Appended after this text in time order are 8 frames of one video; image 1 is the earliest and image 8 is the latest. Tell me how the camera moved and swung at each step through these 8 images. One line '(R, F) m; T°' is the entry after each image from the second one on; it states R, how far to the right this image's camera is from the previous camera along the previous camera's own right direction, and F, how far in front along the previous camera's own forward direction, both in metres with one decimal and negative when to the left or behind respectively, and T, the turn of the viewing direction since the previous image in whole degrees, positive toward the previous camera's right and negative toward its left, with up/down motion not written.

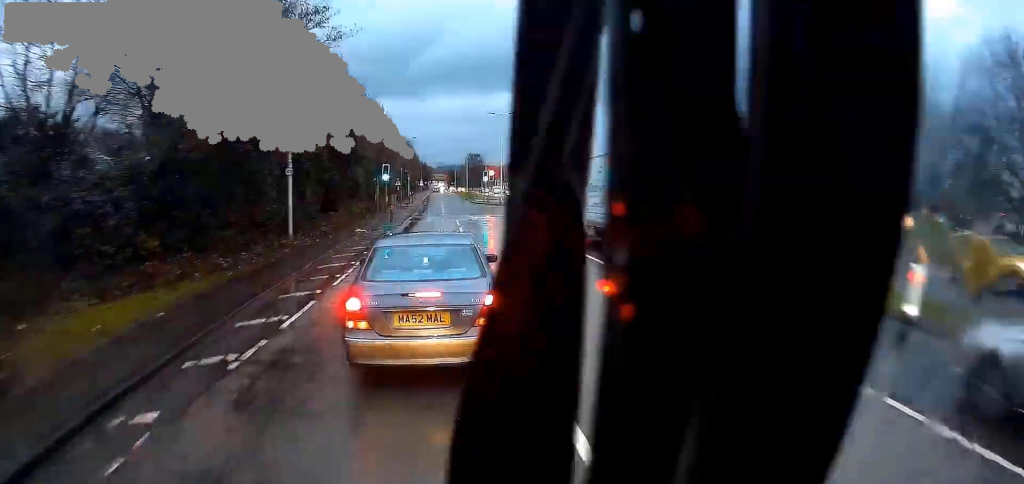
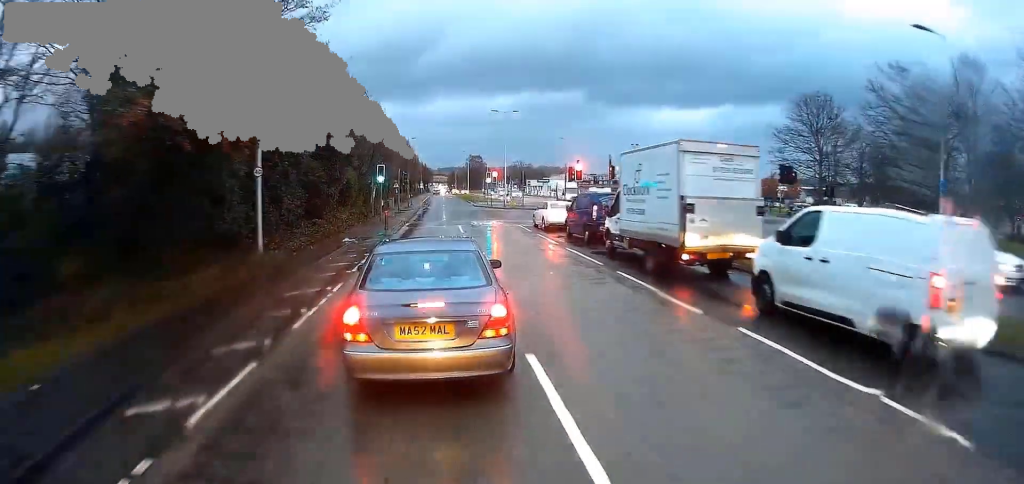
(0.0, +4.2) m; -1°
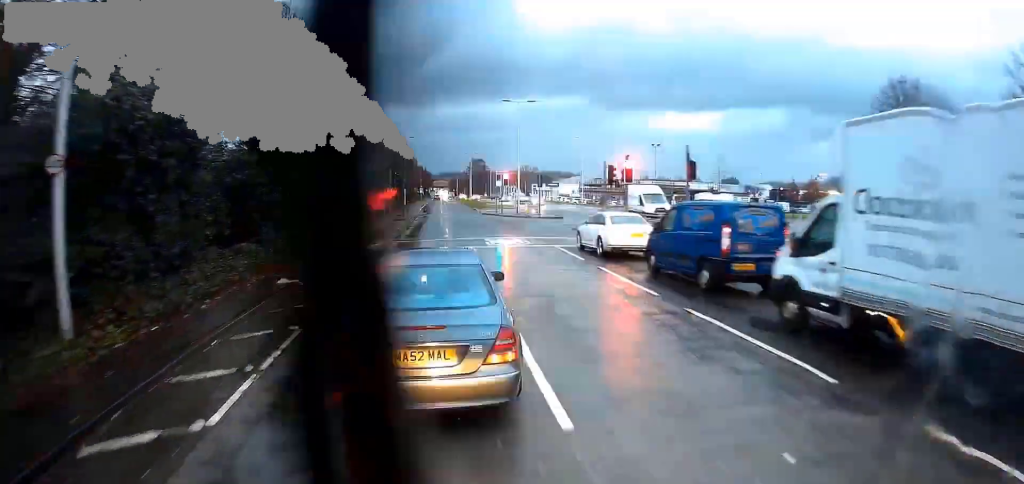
(-0.2, +10.6) m; 0°
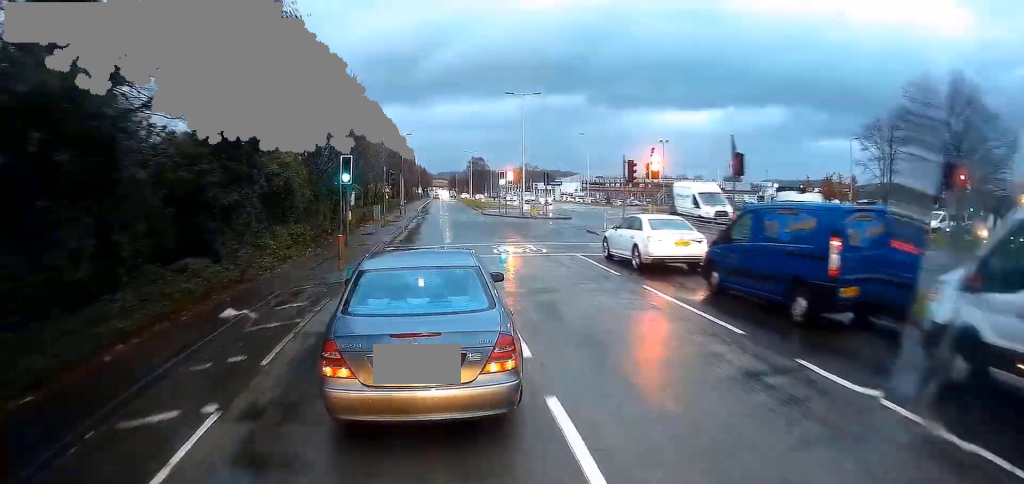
(+0.1, +3.3) m; +1°
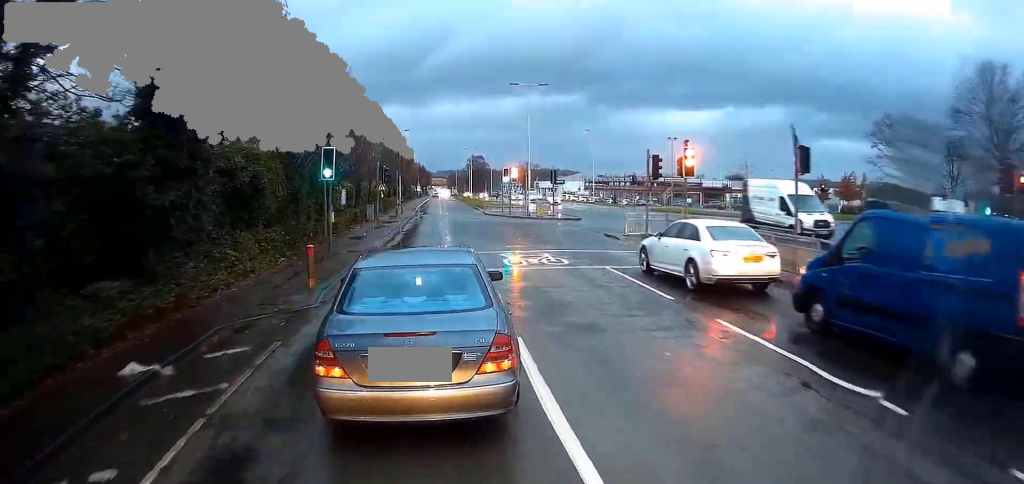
(0.0, +3.2) m; +1°
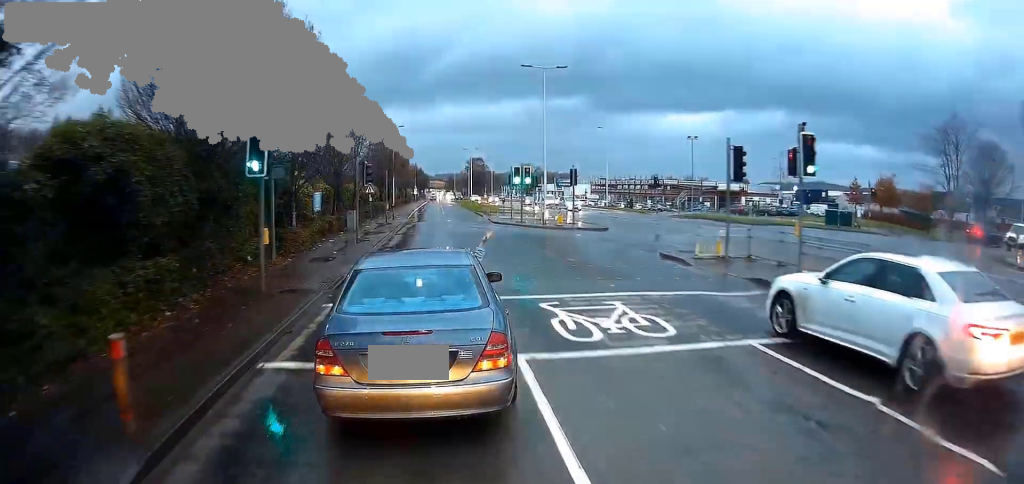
(+0.1, +7.3) m; +1°
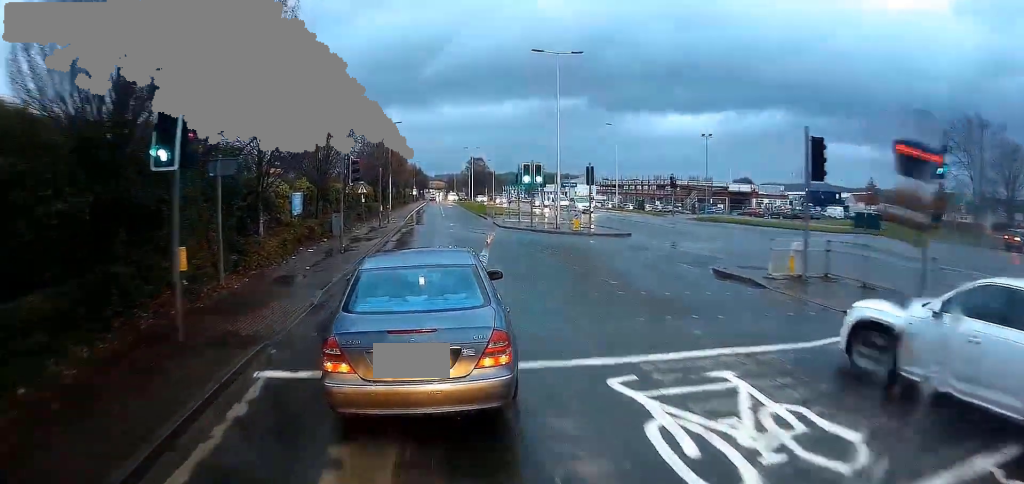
(+0.1, +4.1) m; 0°
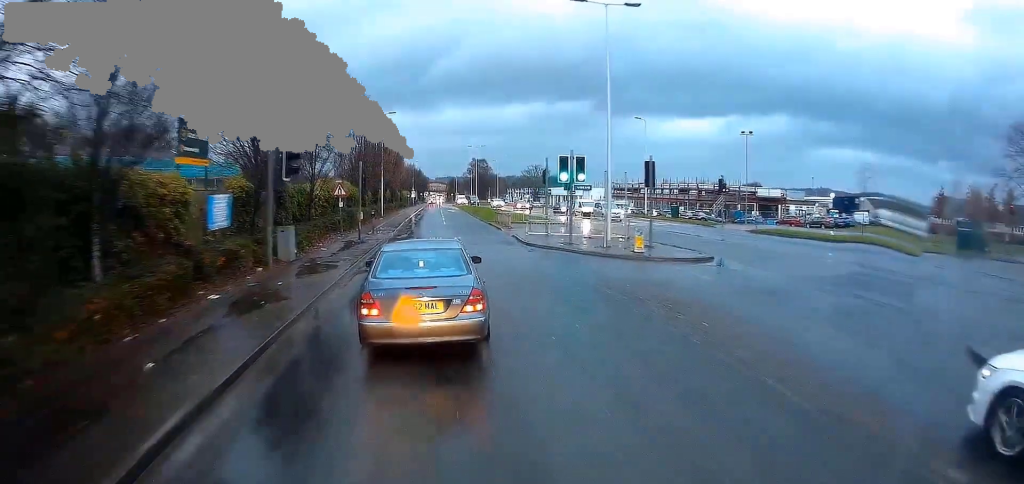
(-0.4, +9.4) m; -1°
